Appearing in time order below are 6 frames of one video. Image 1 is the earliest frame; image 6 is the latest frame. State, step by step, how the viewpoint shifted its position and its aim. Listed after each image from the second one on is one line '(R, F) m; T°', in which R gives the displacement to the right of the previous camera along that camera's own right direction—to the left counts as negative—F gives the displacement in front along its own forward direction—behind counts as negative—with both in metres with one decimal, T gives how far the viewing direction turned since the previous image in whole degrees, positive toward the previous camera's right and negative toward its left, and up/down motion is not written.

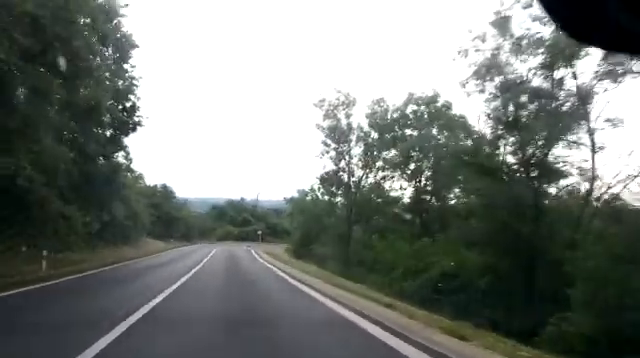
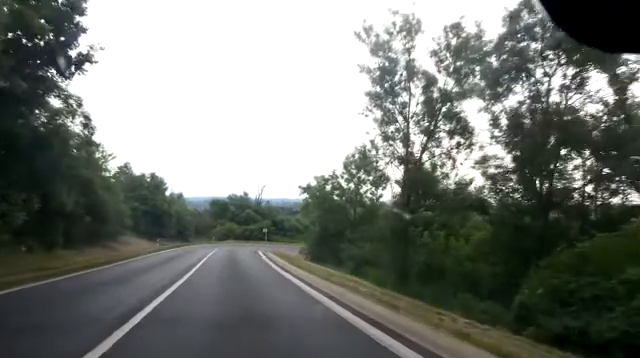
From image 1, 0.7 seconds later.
(-0.3, +10.0) m; -2°
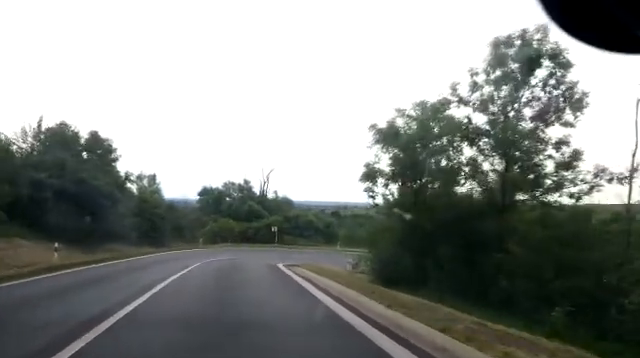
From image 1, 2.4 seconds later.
(-0.7, +21.4) m; -3°
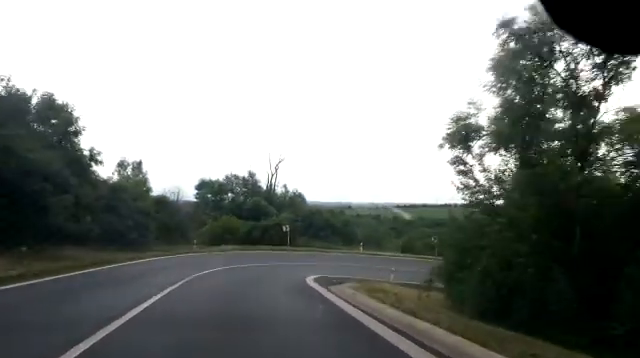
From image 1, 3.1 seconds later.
(-0.1, +8.4) m; +2°
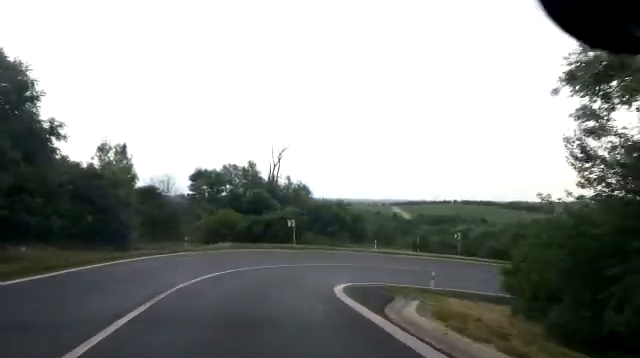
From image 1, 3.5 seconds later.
(-0.2, +5.0) m; +3°
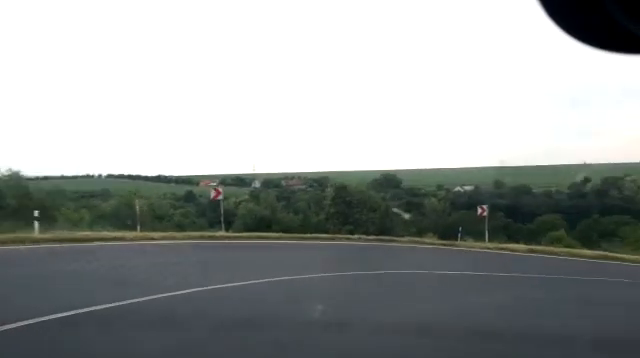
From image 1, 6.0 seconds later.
(+7.9, +20.3) m; +54°
